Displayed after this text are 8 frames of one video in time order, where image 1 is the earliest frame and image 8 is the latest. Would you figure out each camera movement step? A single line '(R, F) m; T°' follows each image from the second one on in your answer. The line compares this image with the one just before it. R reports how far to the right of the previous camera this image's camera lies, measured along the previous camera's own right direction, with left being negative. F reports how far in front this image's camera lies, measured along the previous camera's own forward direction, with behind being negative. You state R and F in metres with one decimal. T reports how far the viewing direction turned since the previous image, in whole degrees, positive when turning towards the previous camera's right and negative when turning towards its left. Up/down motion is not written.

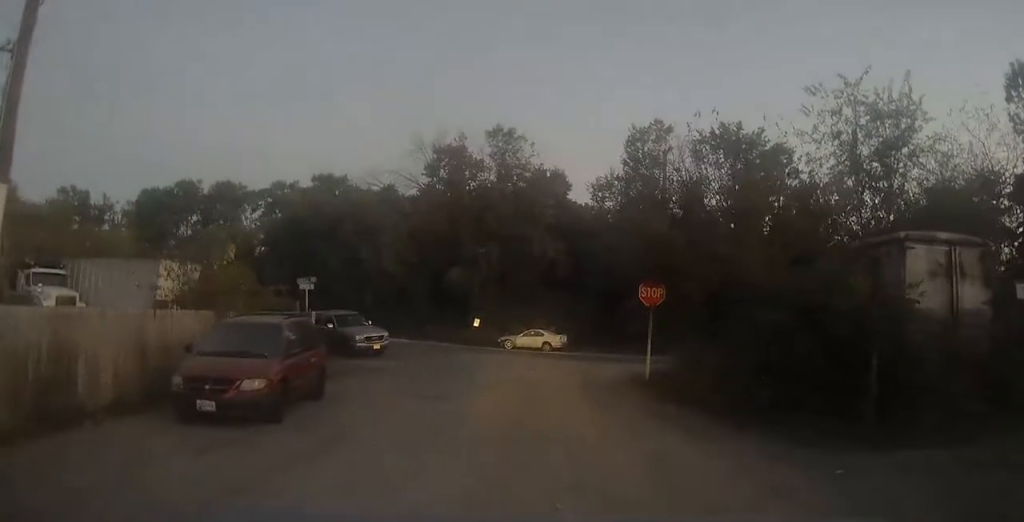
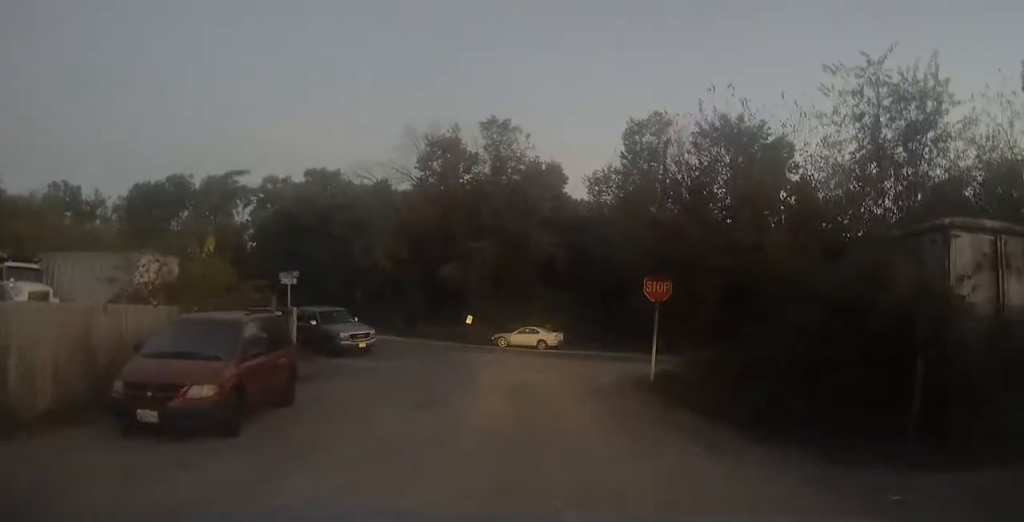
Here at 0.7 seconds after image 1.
(0.0, +1.4) m; +1°
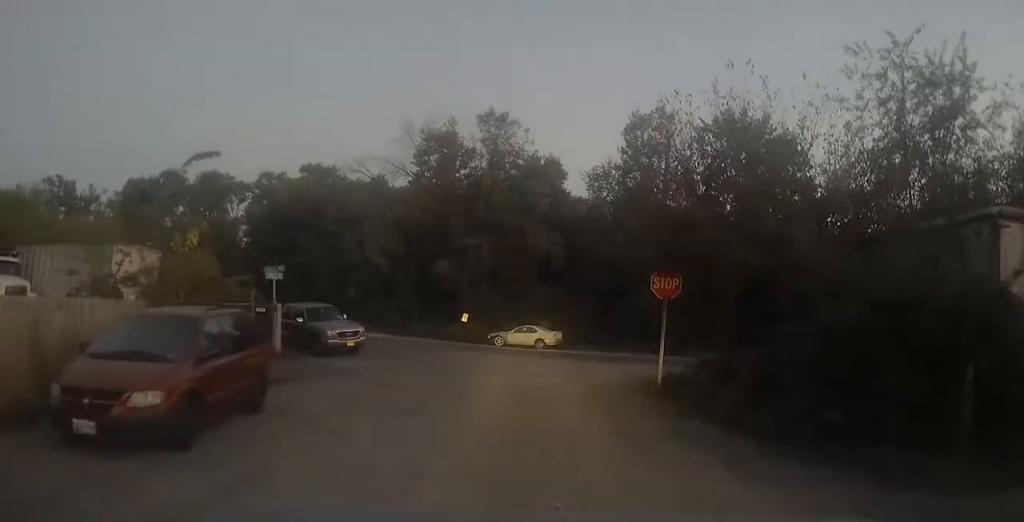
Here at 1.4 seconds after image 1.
(0.0, +1.3) m; 0°
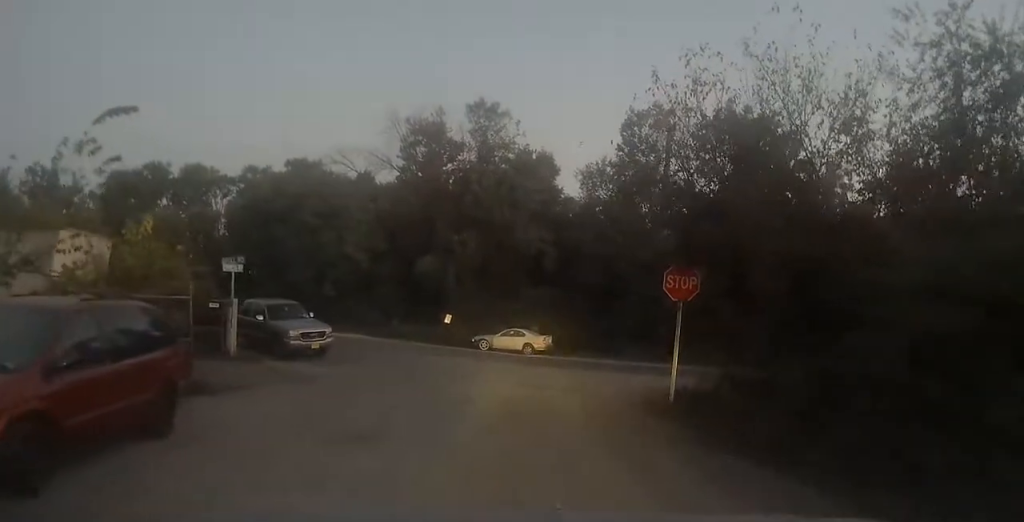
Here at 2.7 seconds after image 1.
(0.0, +2.5) m; 0°
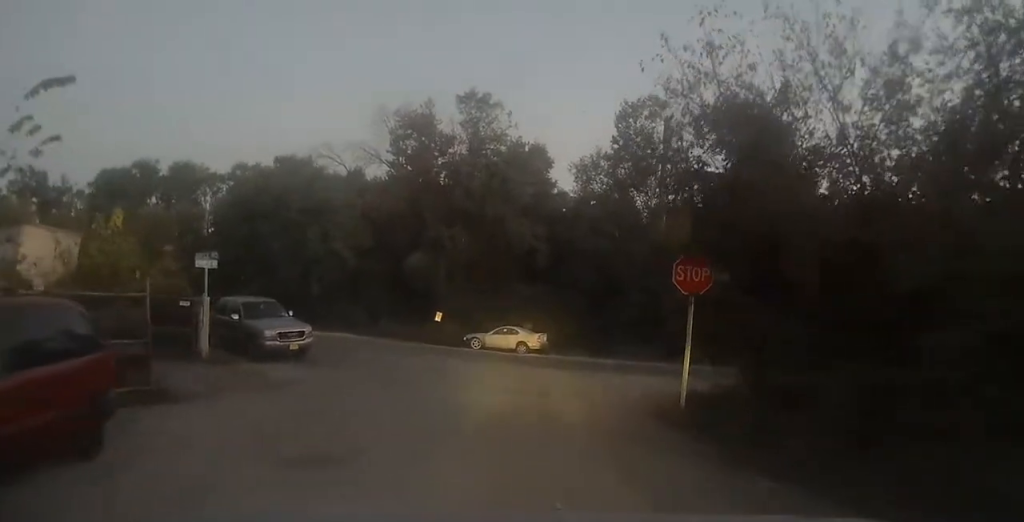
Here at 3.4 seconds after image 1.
(0.0, +1.3) m; -2°
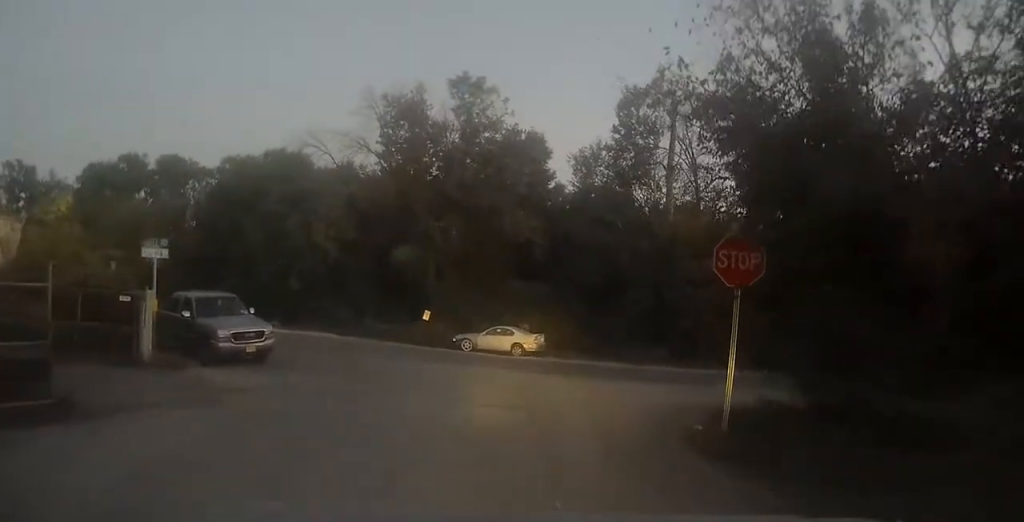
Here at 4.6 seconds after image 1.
(-0.2, +2.5) m; -6°
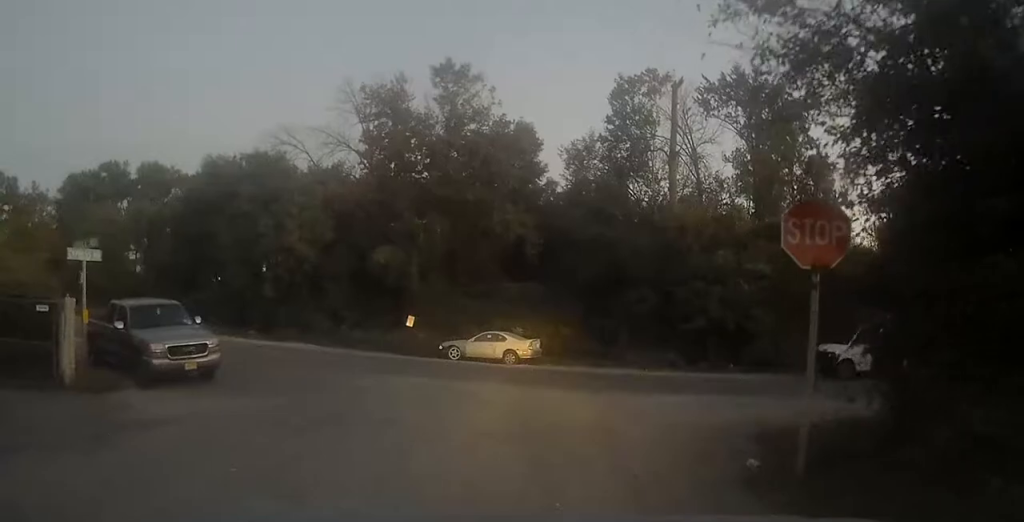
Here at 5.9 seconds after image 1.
(+0.1, +2.8) m; +6°
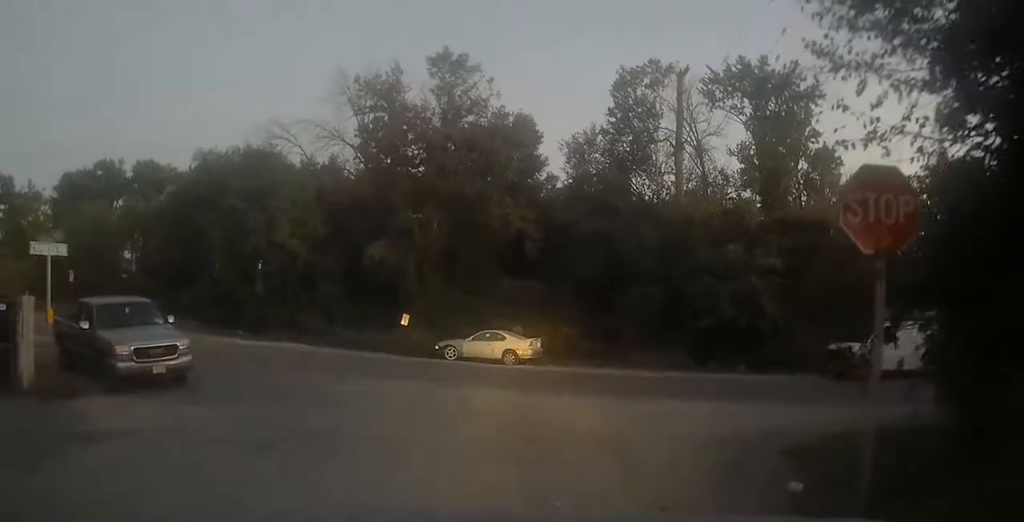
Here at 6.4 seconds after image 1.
(0.0, +1.3) m; +2°
